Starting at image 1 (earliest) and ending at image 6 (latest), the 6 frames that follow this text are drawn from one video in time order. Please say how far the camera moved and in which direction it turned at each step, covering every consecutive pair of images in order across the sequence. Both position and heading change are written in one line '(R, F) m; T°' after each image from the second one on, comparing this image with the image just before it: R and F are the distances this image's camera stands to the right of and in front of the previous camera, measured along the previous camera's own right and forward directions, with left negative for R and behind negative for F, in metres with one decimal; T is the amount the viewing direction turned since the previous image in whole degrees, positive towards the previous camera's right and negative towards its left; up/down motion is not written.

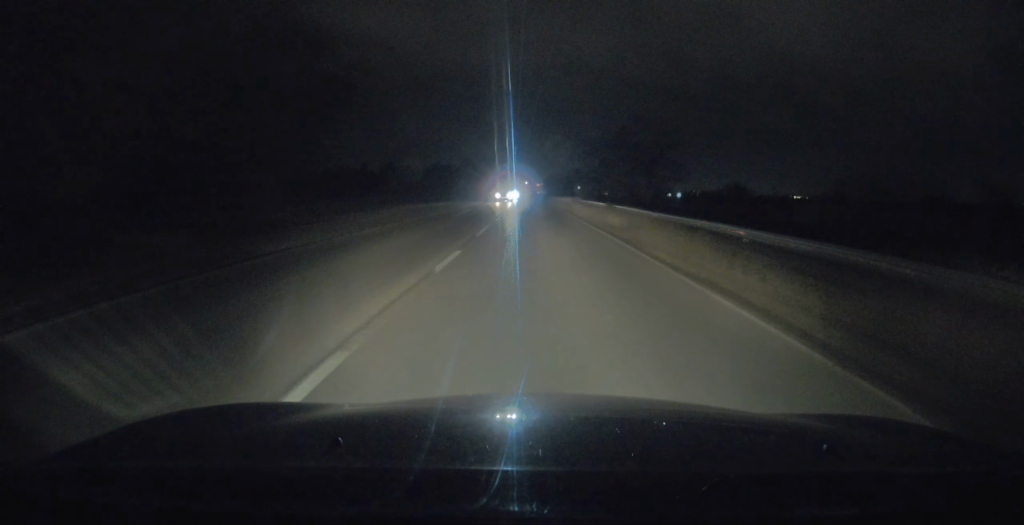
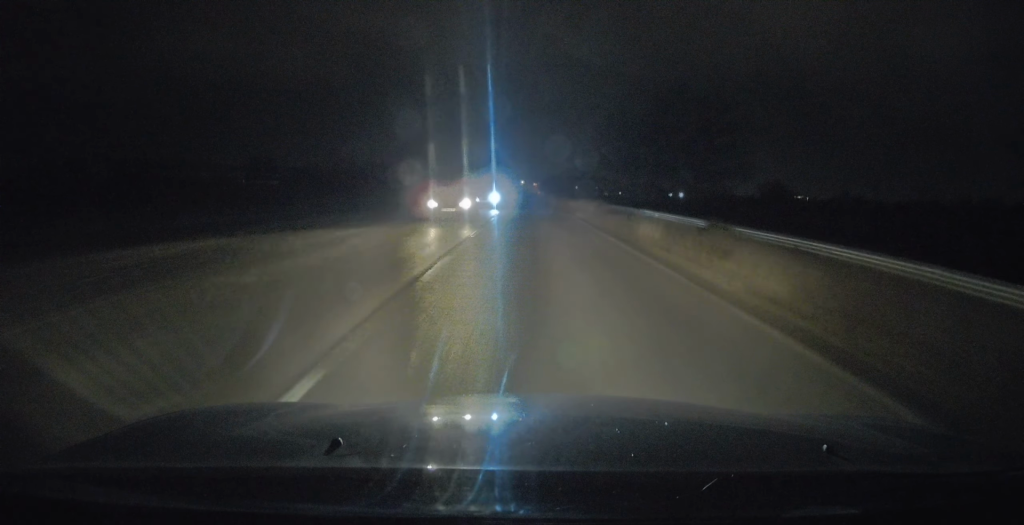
(+0.1, +23.8) m; 0°
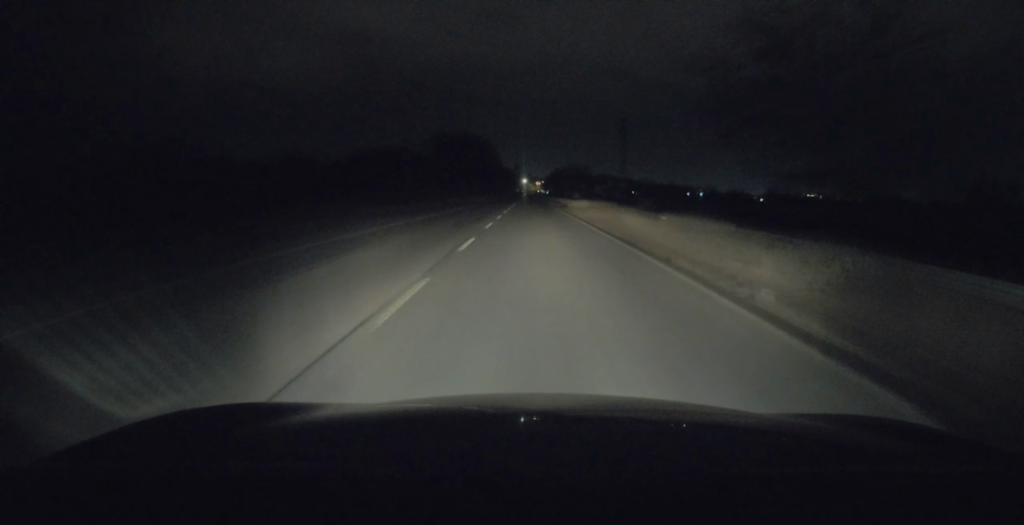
(-0.7, +58.5) m; -1°
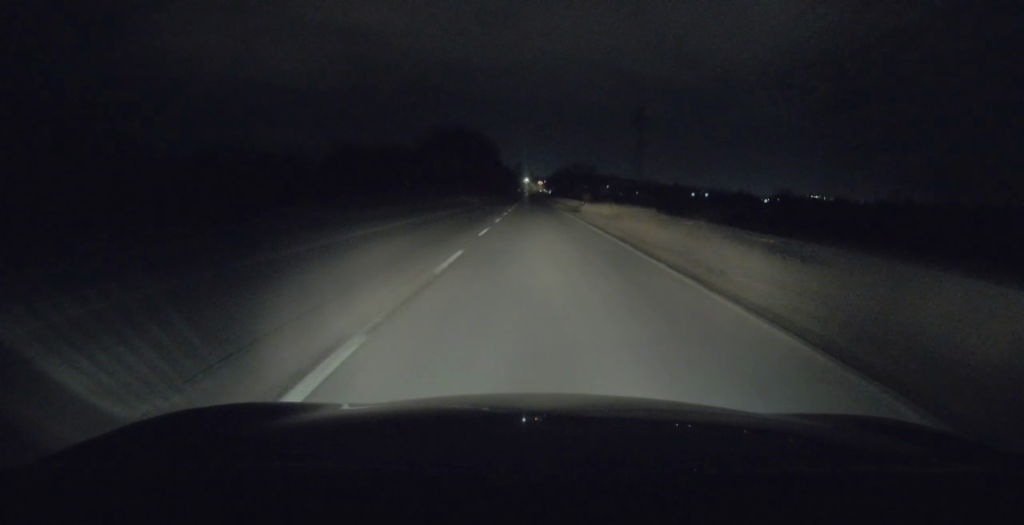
(0.0, +11.0) m; 0°
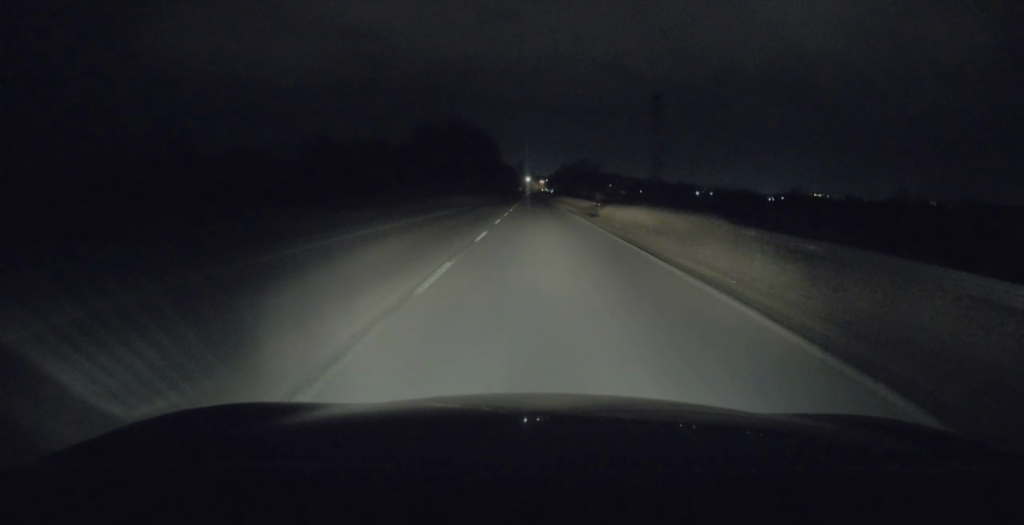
(0.0, +9.7) m; 0°
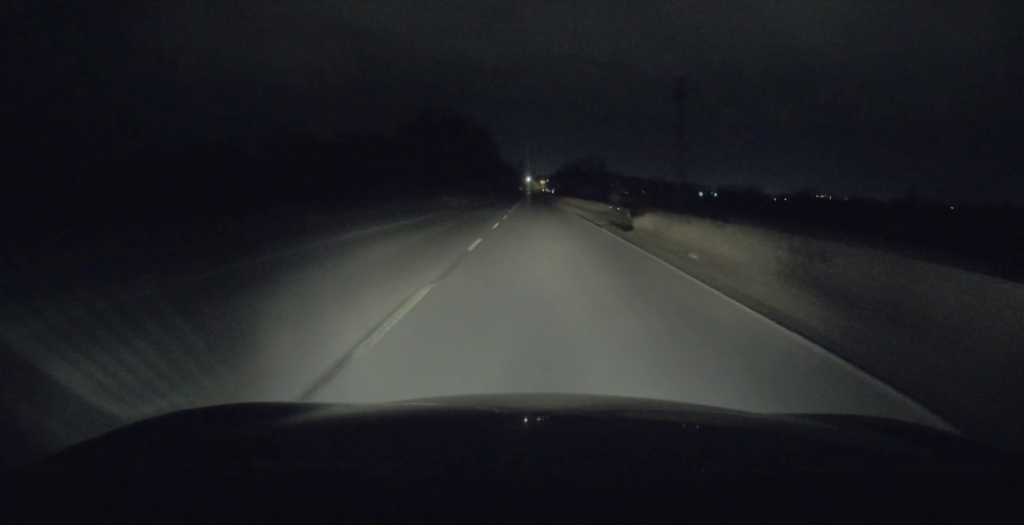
(0.0, +10.4) m; 0°
